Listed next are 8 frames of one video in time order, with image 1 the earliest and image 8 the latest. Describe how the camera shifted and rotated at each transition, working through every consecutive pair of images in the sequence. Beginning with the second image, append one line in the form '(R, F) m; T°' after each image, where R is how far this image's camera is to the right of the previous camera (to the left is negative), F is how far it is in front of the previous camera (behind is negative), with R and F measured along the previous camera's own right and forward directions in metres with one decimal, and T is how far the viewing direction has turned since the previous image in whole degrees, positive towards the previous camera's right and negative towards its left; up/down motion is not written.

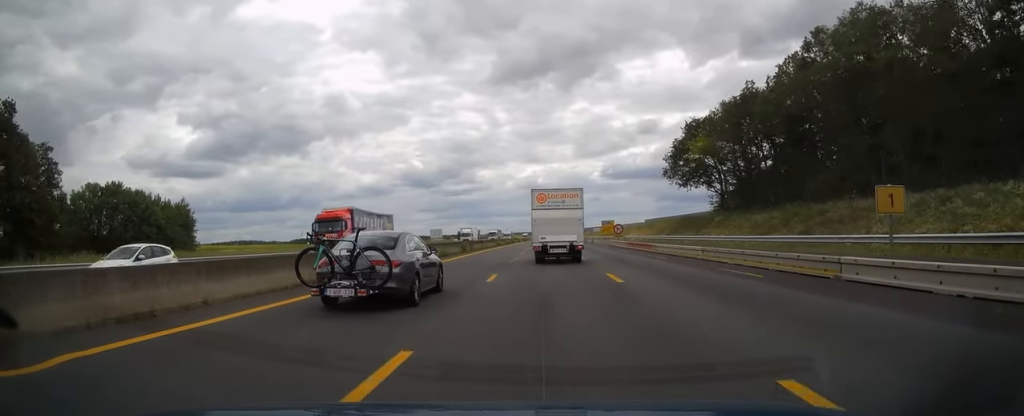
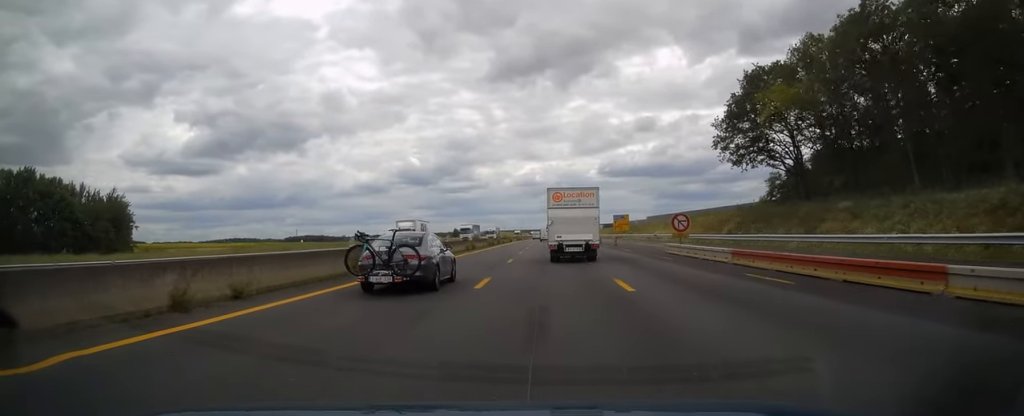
(+0.1, +28.1) m; 0°
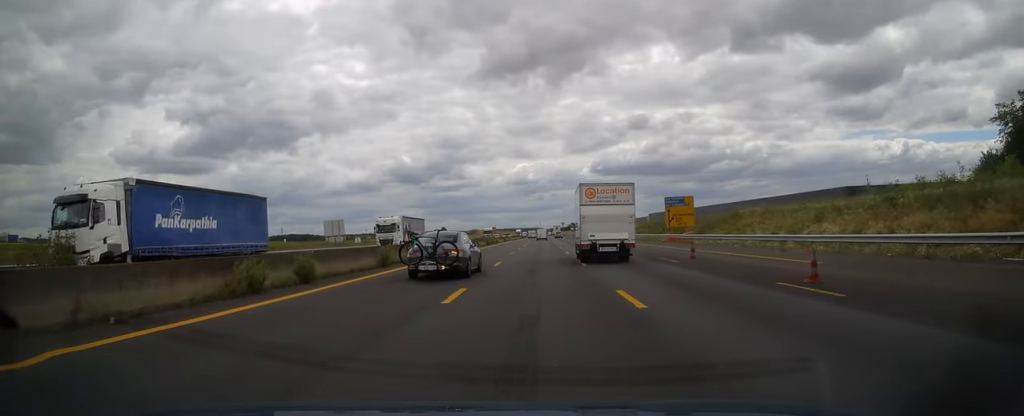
(+0.3, +54.9) m; +1°
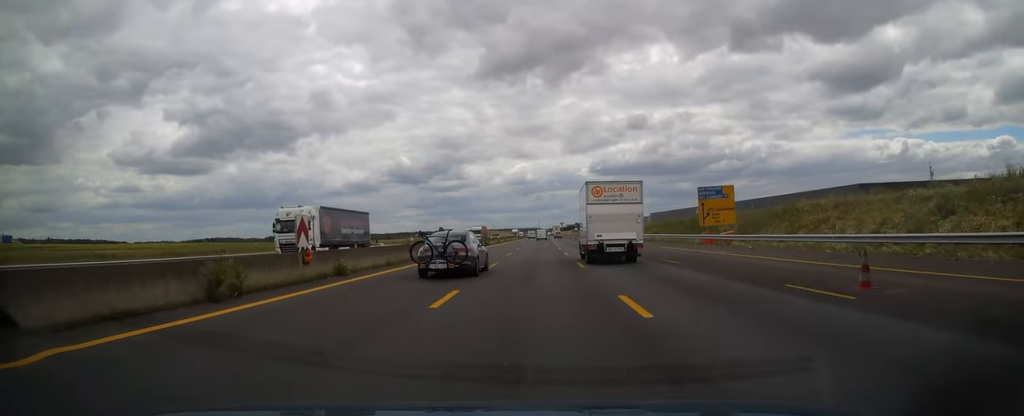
(0.0, +13.6) m; 0°
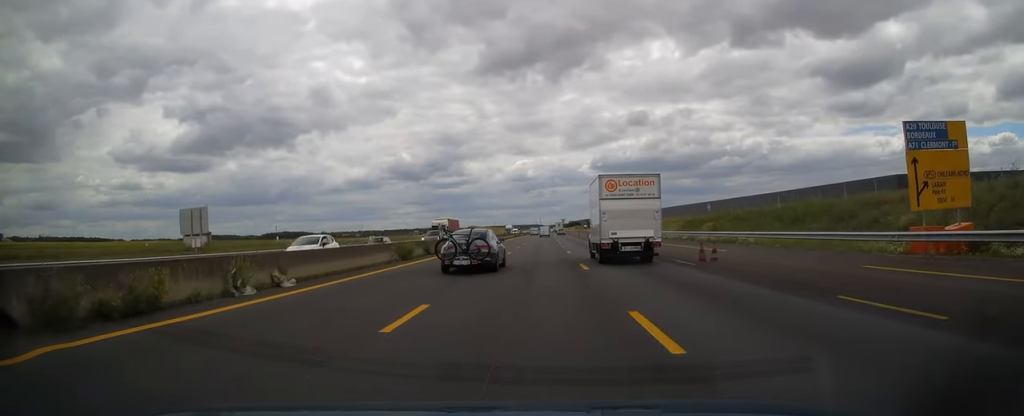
(0.0, +28.7) m; 0°
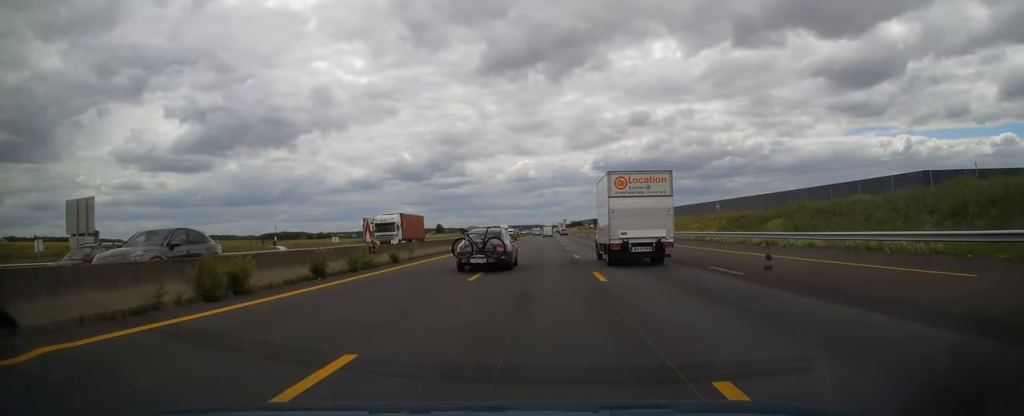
(0.0, +17.6) m; 0°
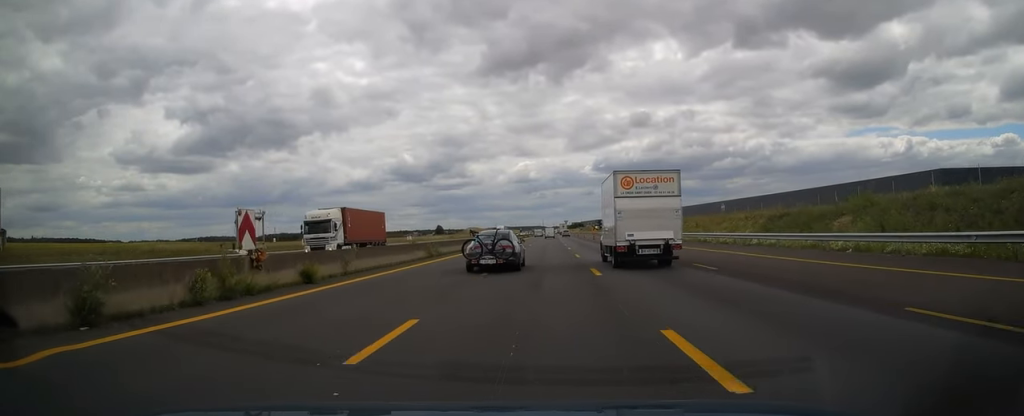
(0.0, +10.3) m; 0°
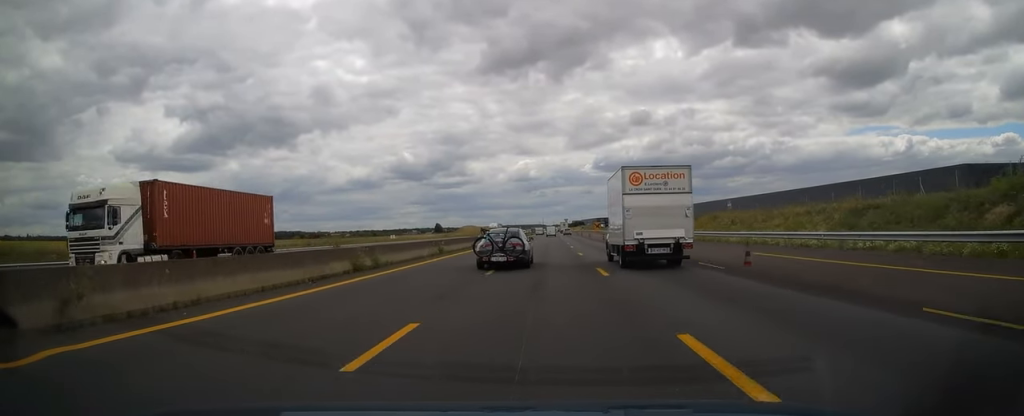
(0.0, +13.3) m; 0°
